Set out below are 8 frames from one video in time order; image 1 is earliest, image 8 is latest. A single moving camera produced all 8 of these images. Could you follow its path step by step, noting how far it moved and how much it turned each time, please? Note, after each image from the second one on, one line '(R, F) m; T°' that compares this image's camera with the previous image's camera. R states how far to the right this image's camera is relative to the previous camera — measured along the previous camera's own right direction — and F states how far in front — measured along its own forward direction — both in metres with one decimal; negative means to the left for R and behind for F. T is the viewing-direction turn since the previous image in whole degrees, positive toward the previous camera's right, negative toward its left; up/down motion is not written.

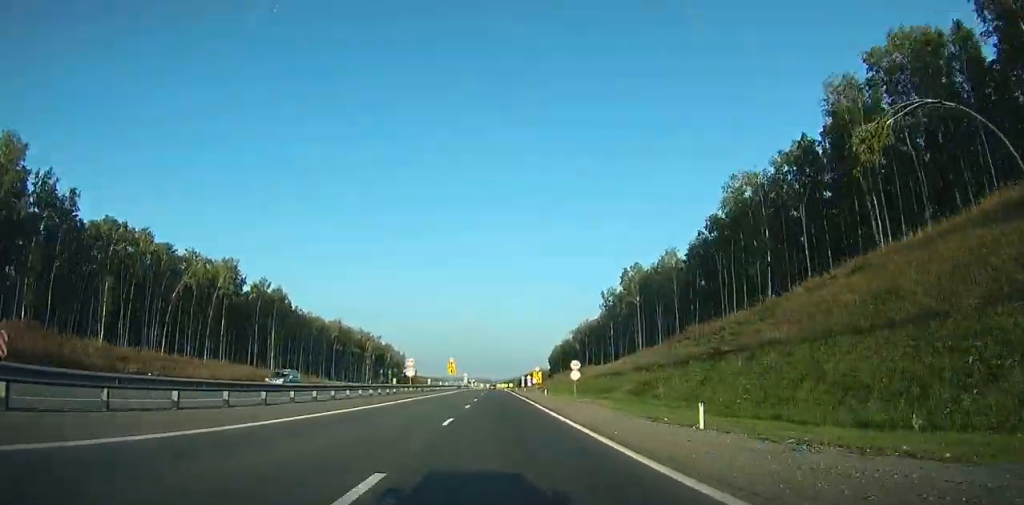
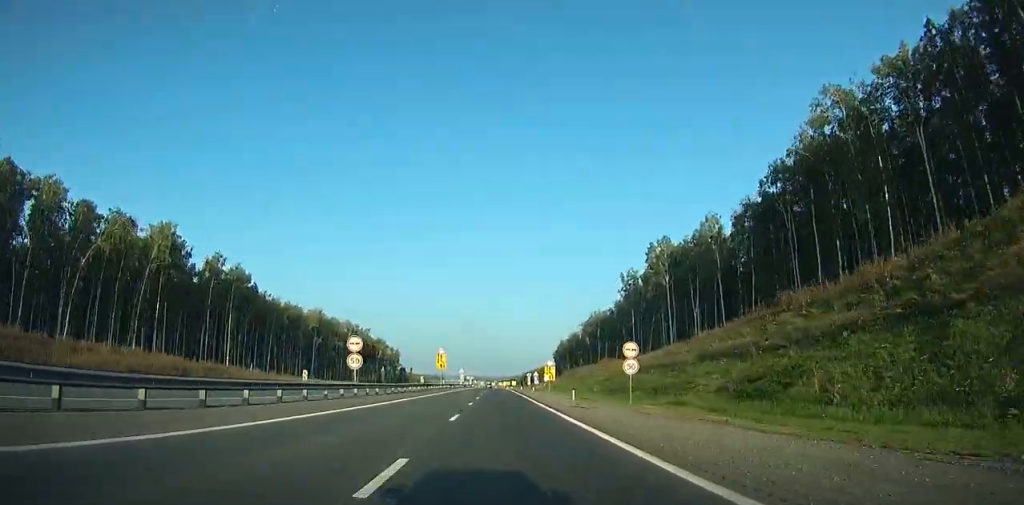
(-0.1, +23.4) m; 0°
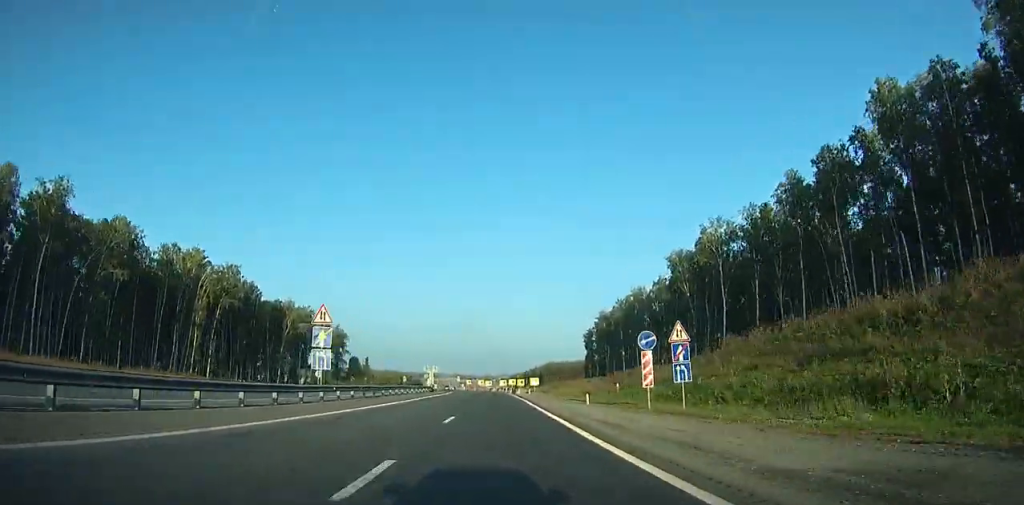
(-0.5, +109.2) m; -1°
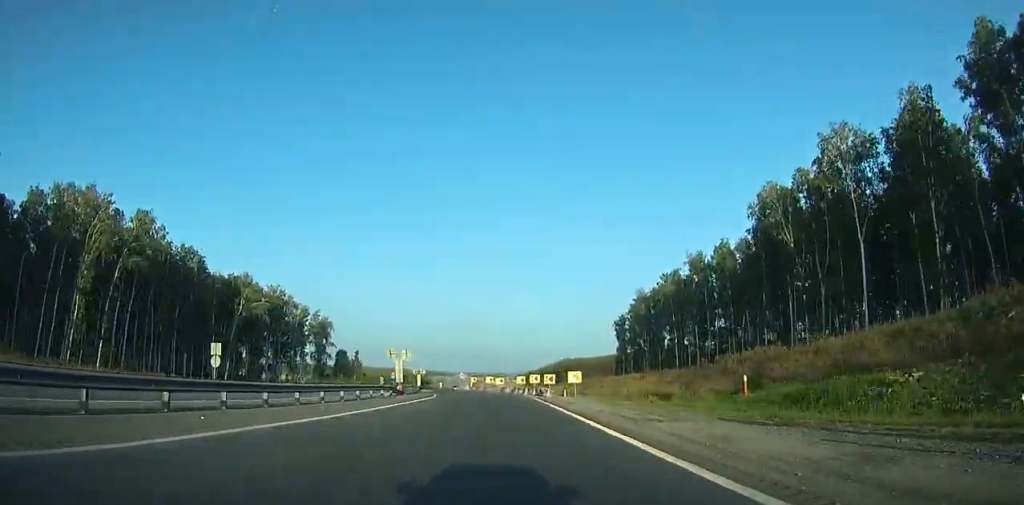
(+0.1, +31.4) m; -1°
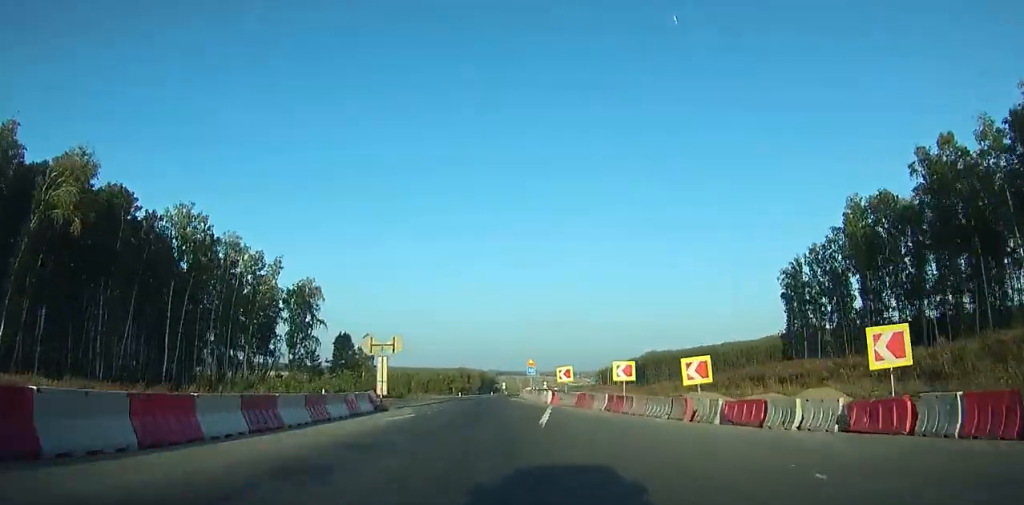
(-2.8, +64.6) m; -4°
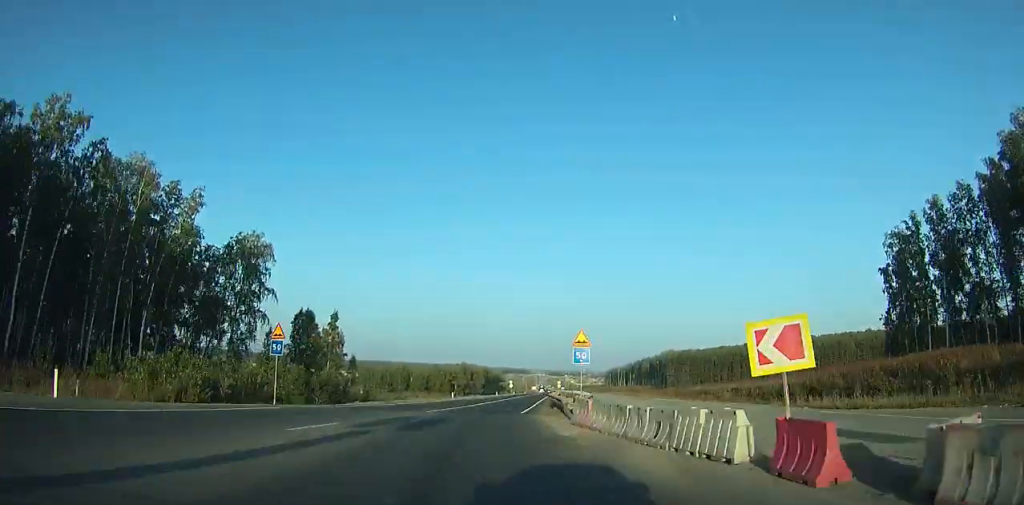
(-0.8, +26.9) m; -1°
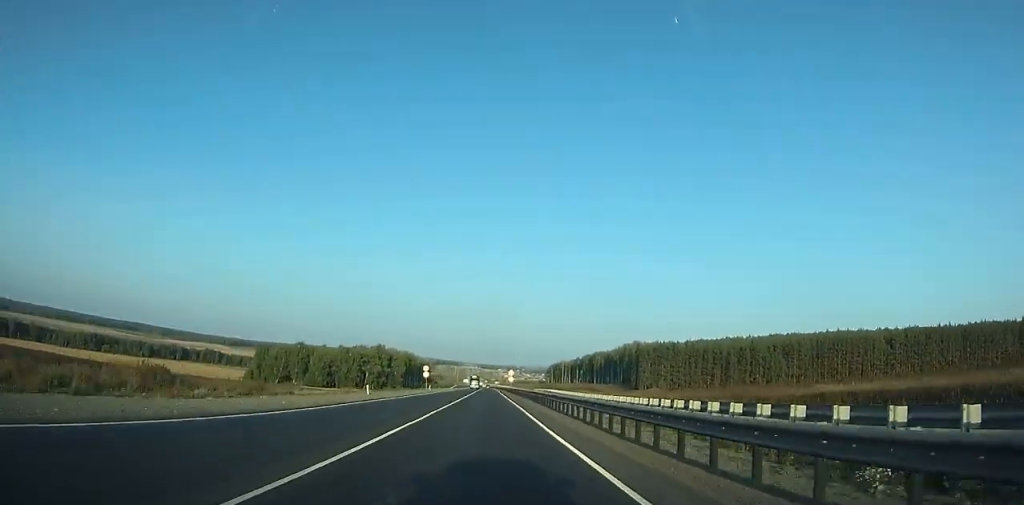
(+2.0, +75.9) m; +3°
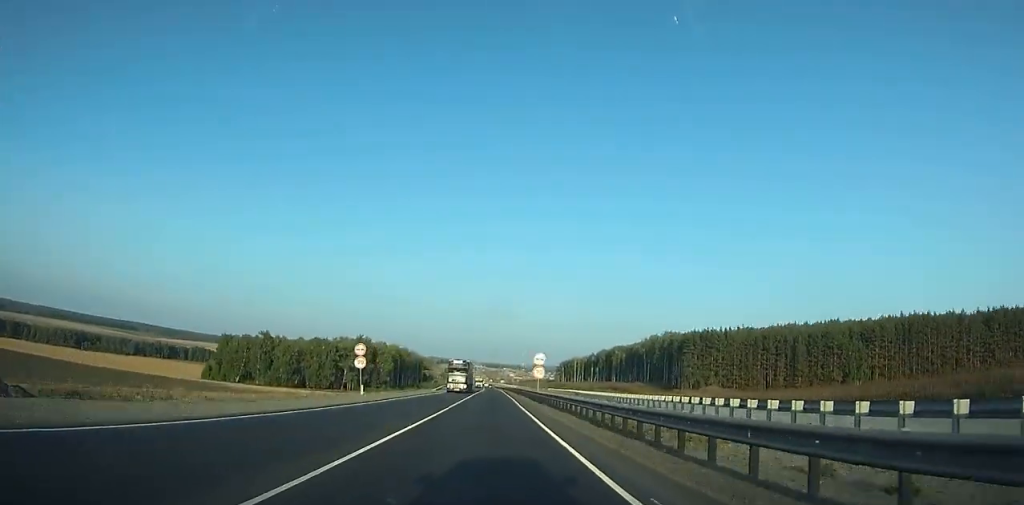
(+1.2, +51.1) m; +2°
